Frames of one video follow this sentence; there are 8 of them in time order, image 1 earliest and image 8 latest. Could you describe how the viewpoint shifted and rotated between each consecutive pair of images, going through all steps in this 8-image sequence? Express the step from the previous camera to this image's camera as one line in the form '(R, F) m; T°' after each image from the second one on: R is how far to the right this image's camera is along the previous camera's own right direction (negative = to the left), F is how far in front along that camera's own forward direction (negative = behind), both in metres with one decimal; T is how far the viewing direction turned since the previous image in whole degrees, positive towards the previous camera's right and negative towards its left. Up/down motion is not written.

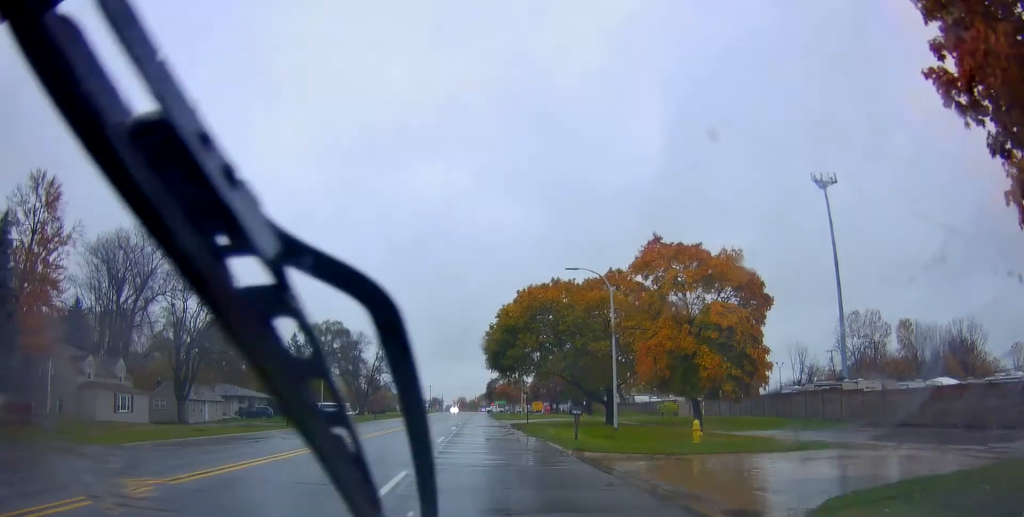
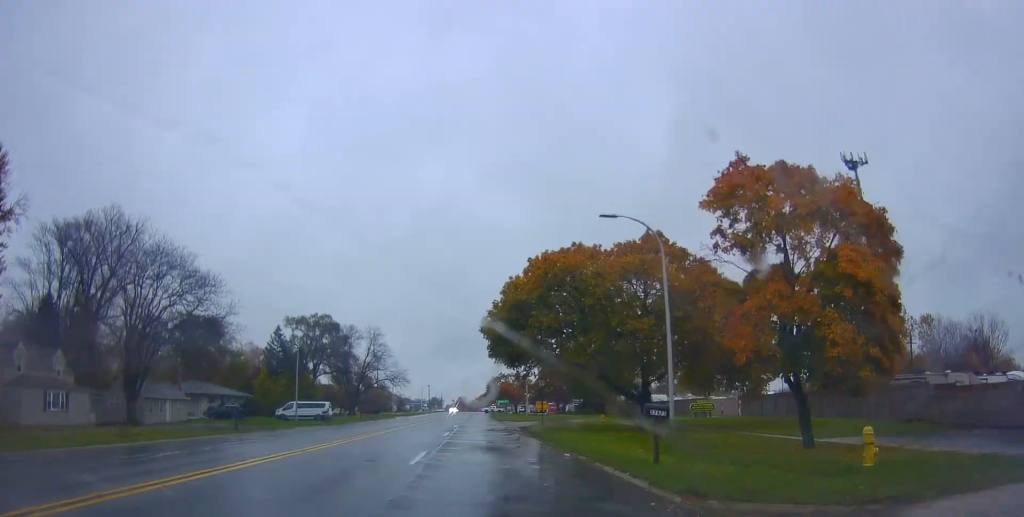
(0.0, +9.3) m; 0°
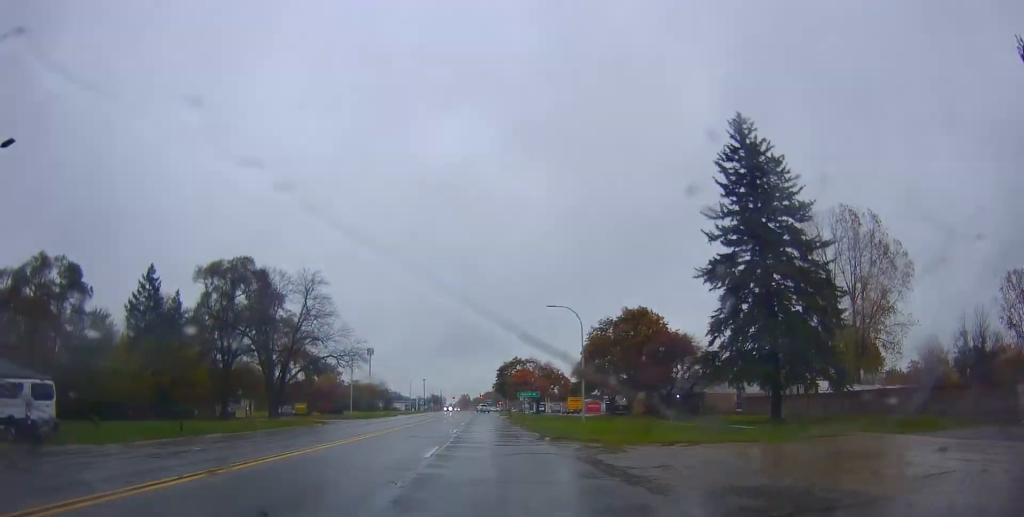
(-0.4, +43.4) m; -2°
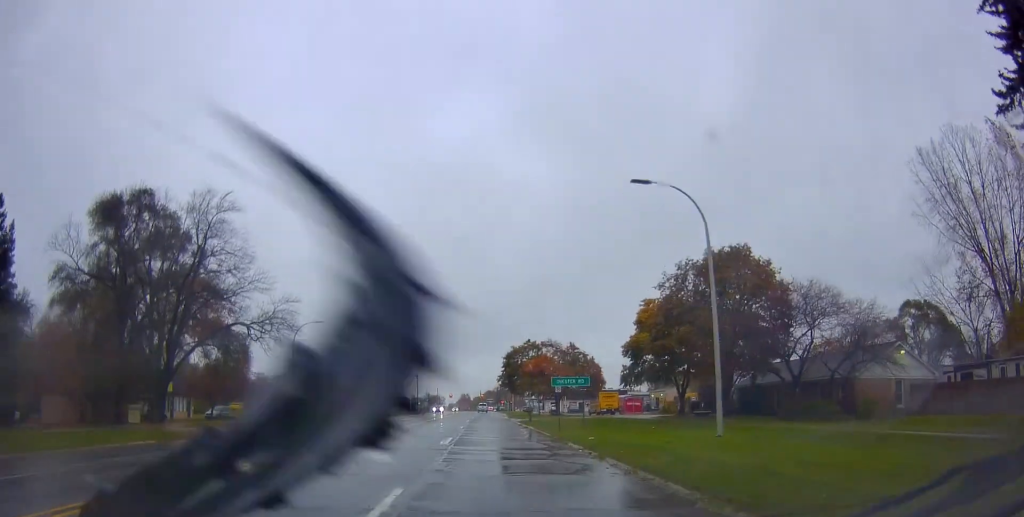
(+0.1, +25.8) m; 0°
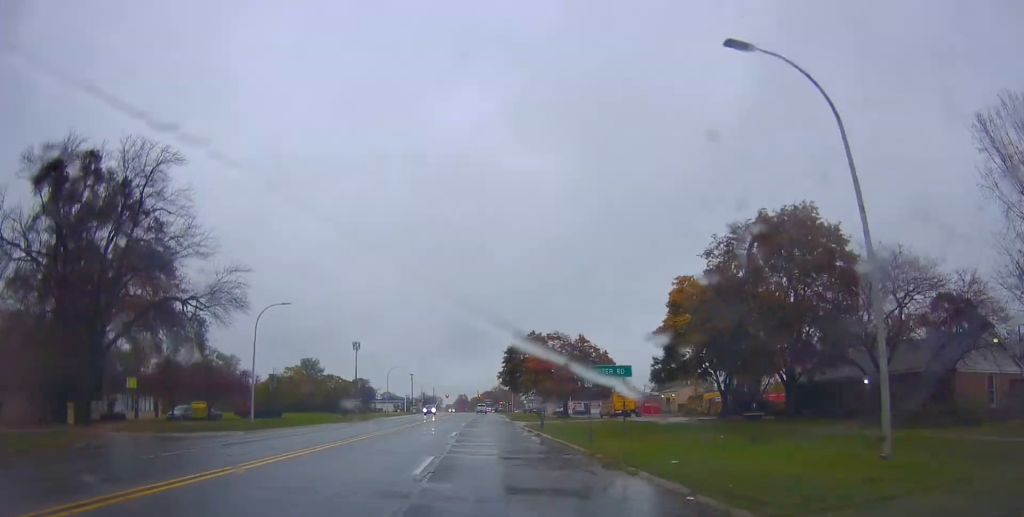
(-0.1, +9.2) m; 0°
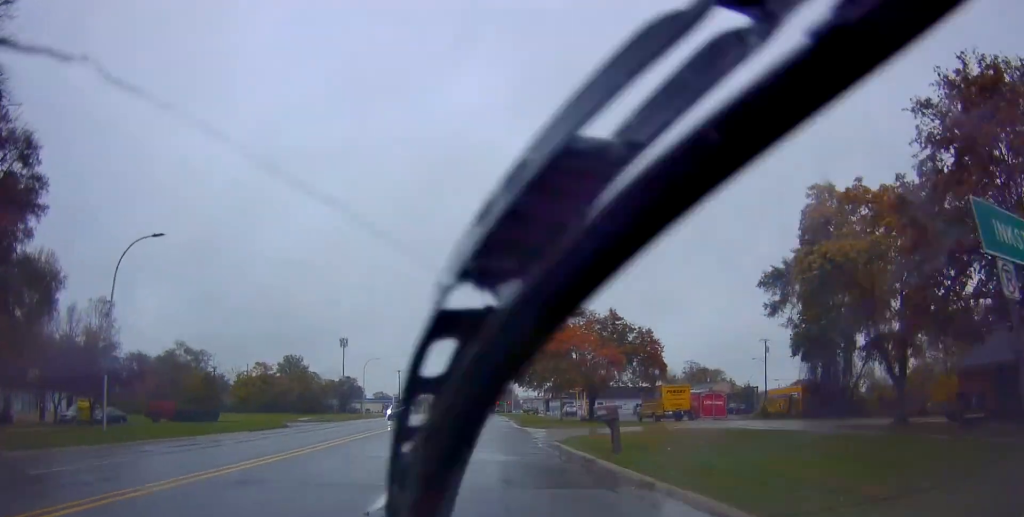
(-0.1, +19.3) m; +1°
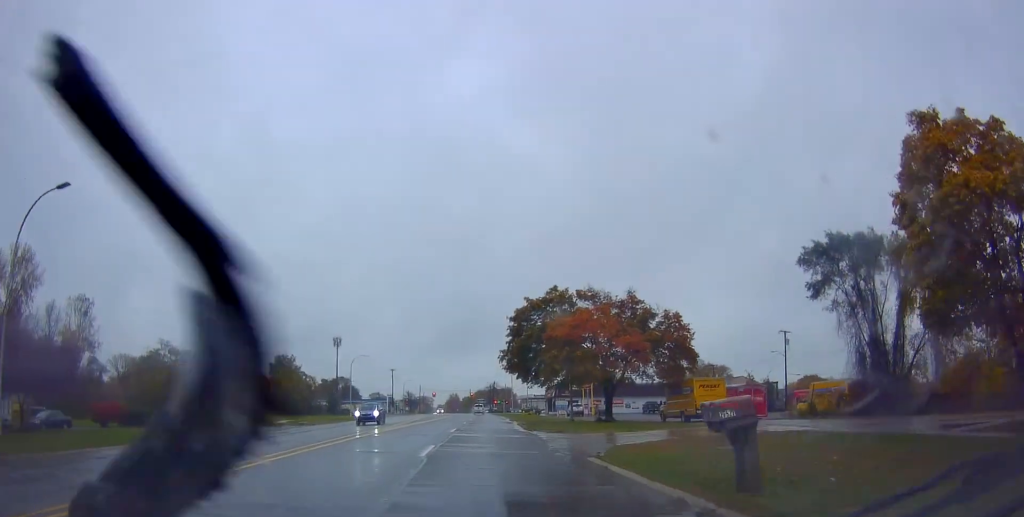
(+0.1, +7.9) m; +1°
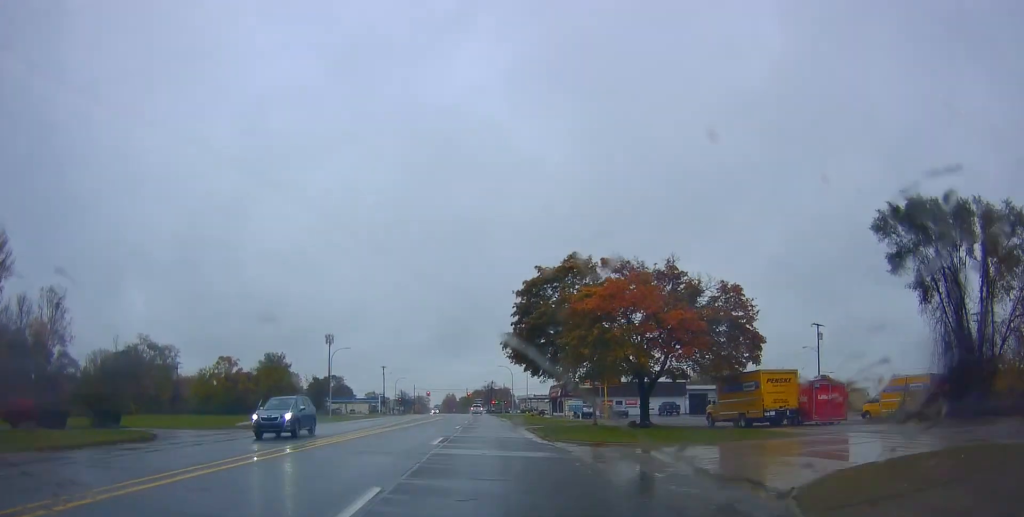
(0.0, +10.4) m; 0°
